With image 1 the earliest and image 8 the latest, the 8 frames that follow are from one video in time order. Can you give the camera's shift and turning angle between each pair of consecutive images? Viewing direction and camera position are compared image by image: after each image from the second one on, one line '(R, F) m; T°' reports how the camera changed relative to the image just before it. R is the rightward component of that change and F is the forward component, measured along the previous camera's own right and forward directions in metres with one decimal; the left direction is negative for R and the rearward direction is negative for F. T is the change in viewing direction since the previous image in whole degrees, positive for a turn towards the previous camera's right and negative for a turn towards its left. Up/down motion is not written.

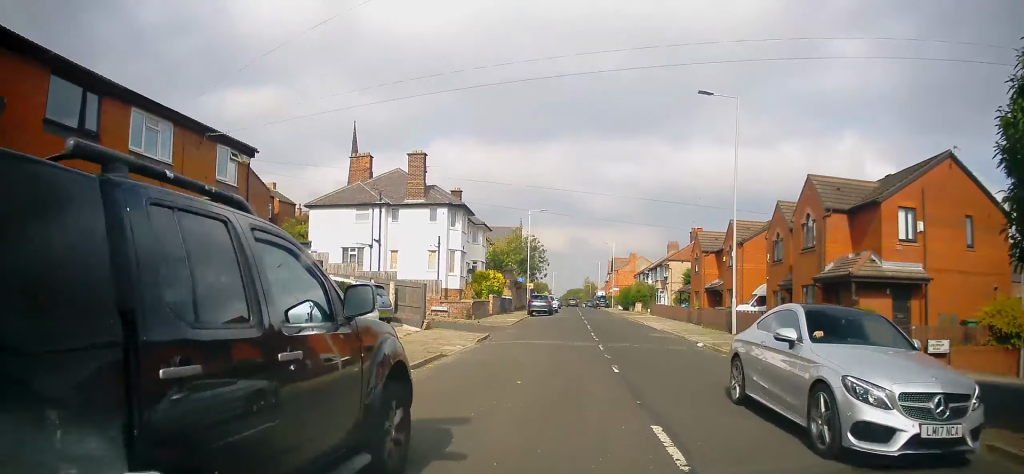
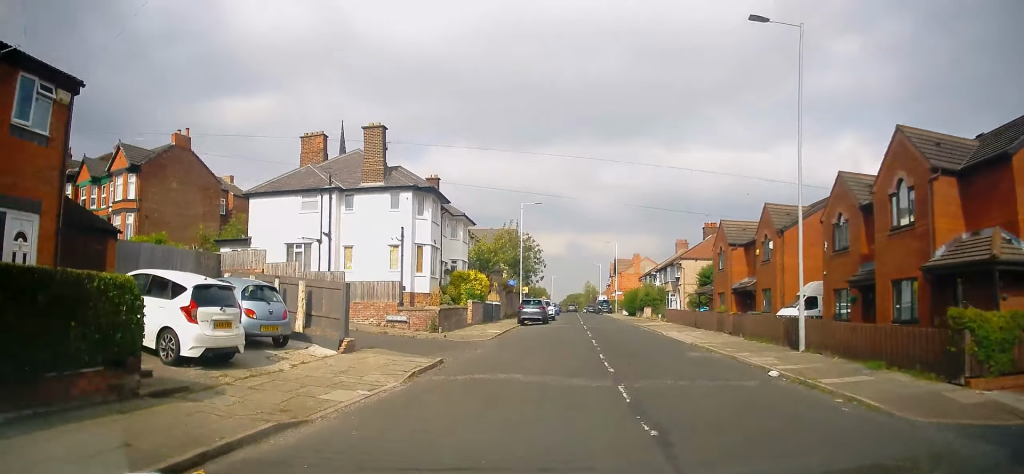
(+0.1, +8.0) m; +1°
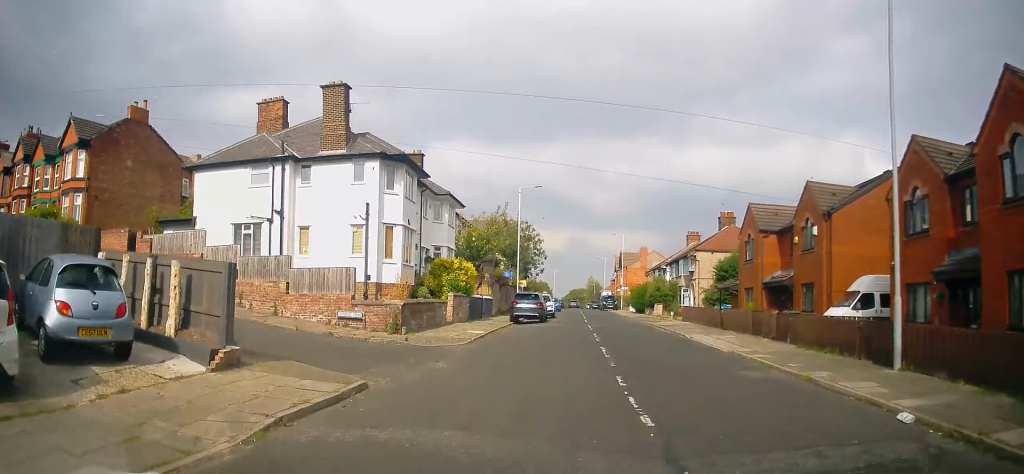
(0.0, +5.7) m; 0°
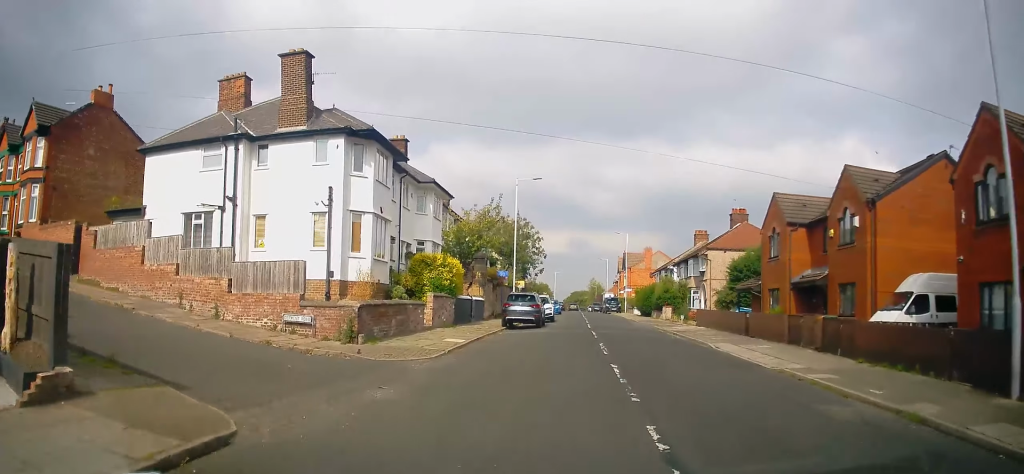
(0.0, +3.9) m; 0°
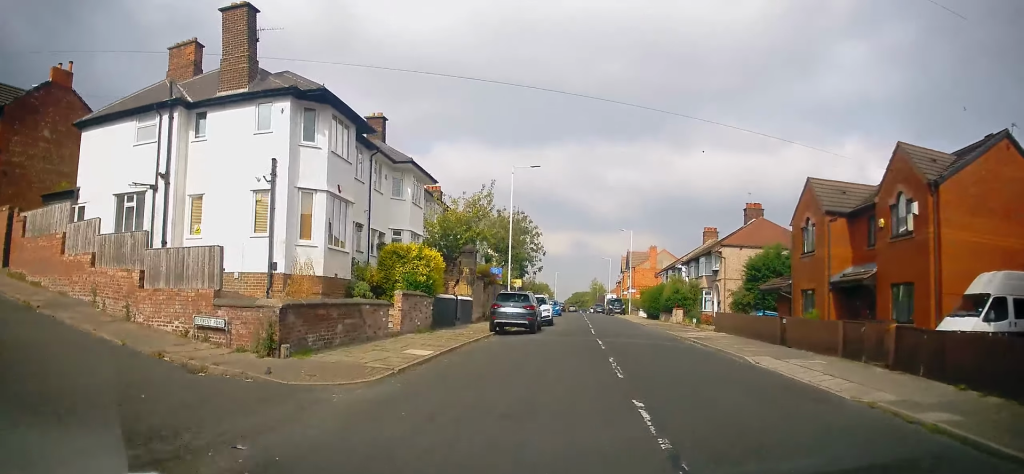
(0.0, +4.2) m; -1°
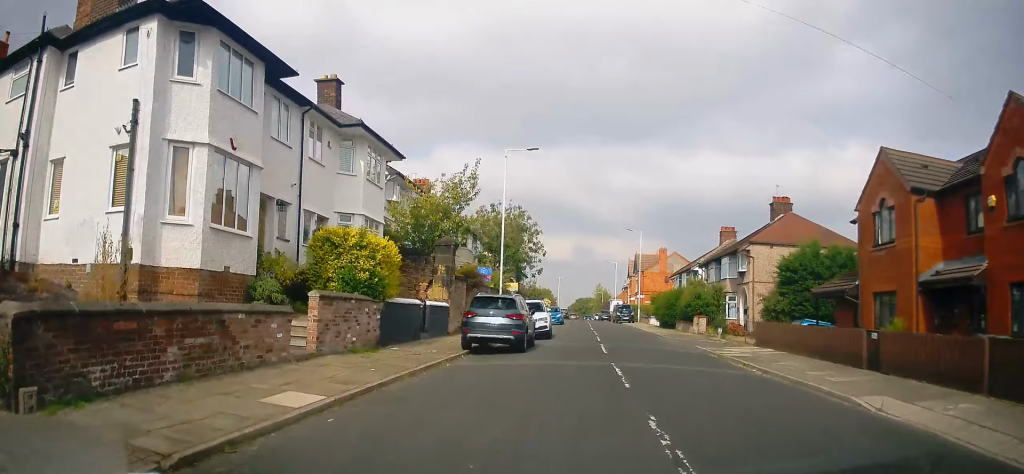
(-0.1, +6.2) m; 0°
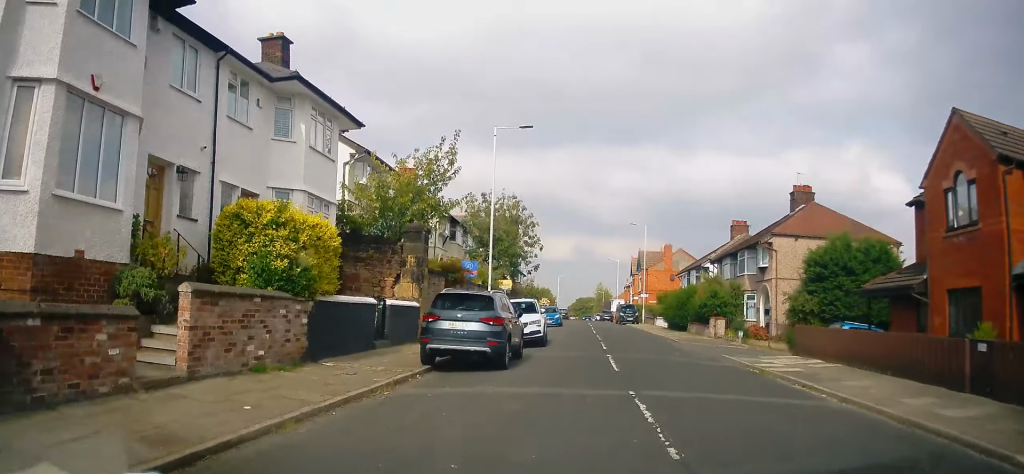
(0.0, +4.4) m; 0°
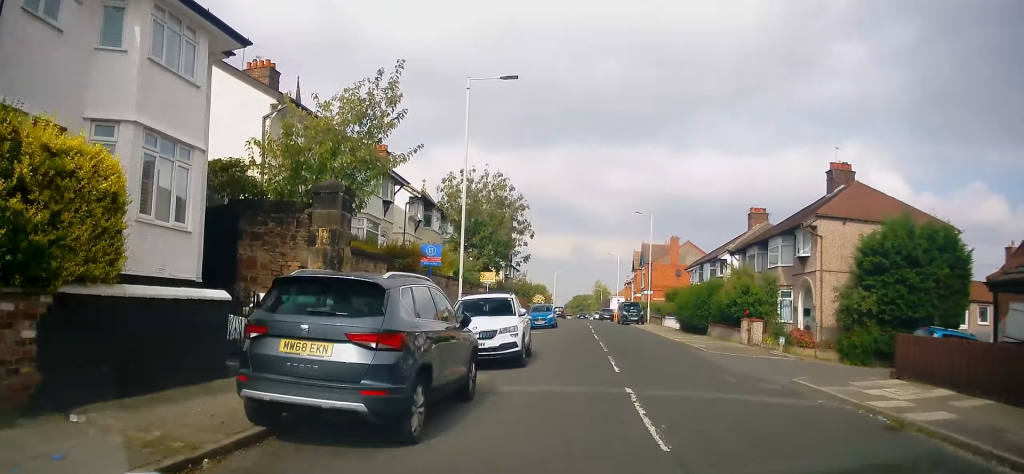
(+0.1, +6.8) m; +1°
